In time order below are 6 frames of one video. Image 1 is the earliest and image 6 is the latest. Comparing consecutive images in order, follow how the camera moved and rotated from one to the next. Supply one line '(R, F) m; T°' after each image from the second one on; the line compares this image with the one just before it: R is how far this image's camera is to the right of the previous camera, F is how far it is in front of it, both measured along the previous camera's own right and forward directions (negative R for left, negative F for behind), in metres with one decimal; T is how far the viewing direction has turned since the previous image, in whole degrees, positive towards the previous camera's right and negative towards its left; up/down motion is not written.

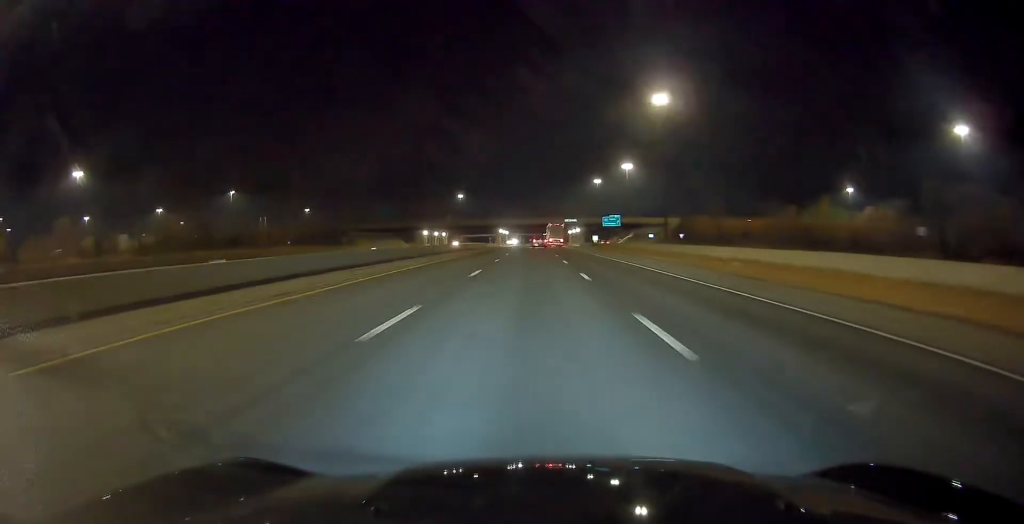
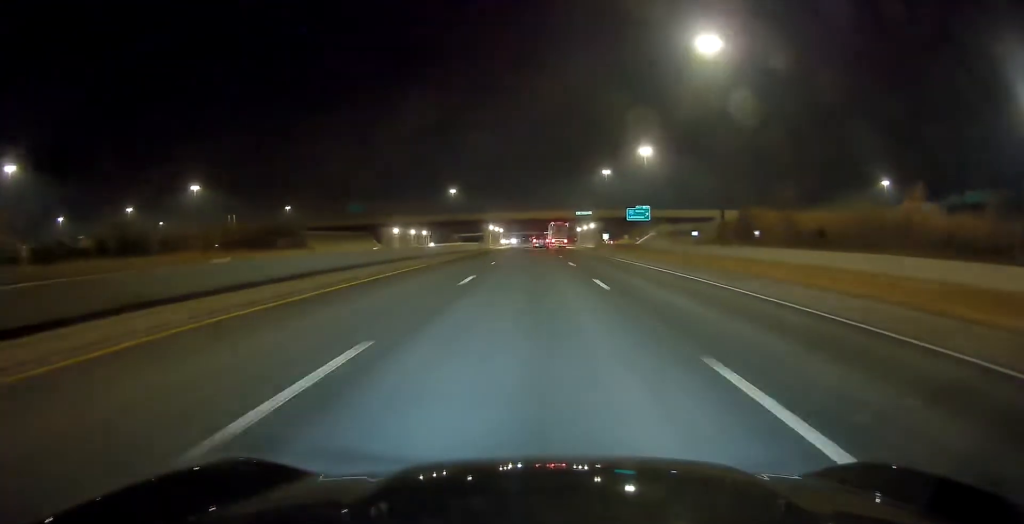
(-0.1, +39.1) m; 0°
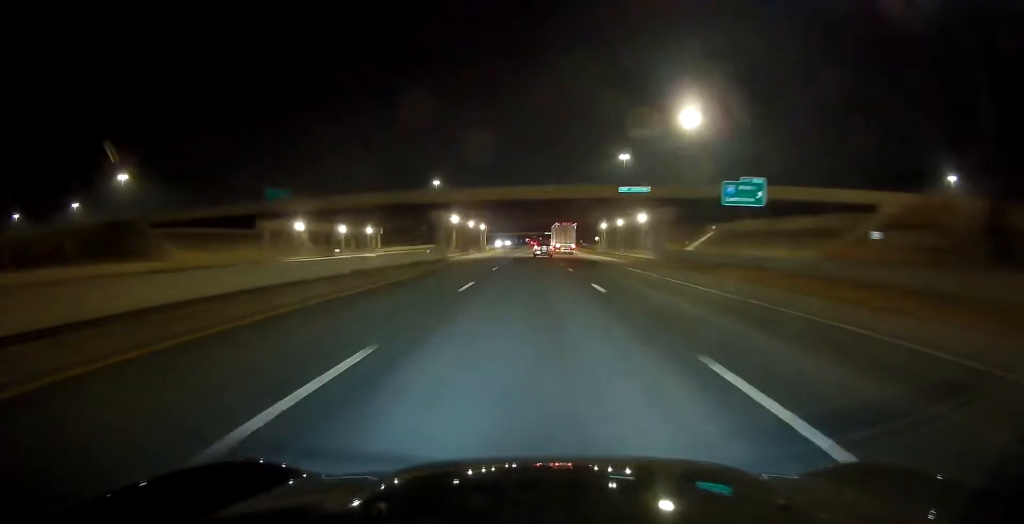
(+0.1, +61.9) m; 0°
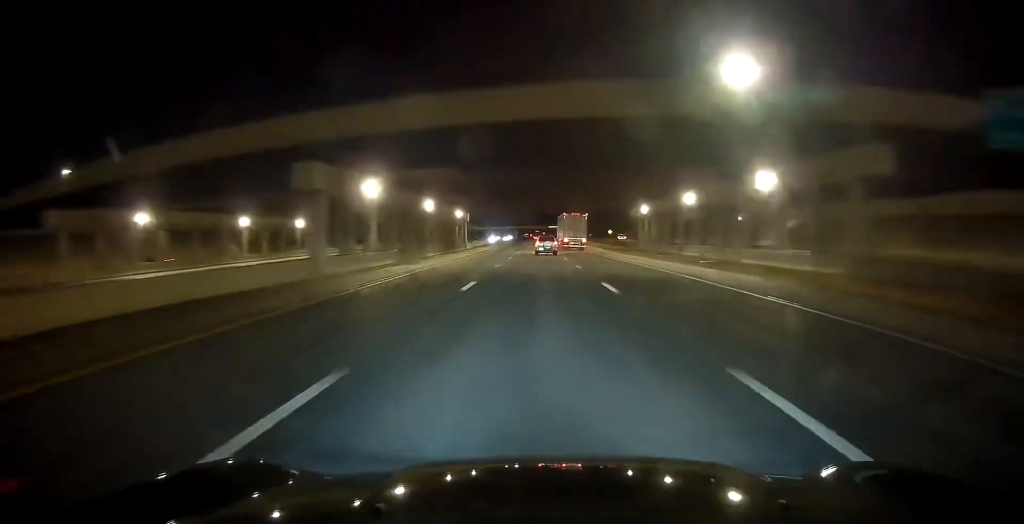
(-0.1, +40.0) m; -1°
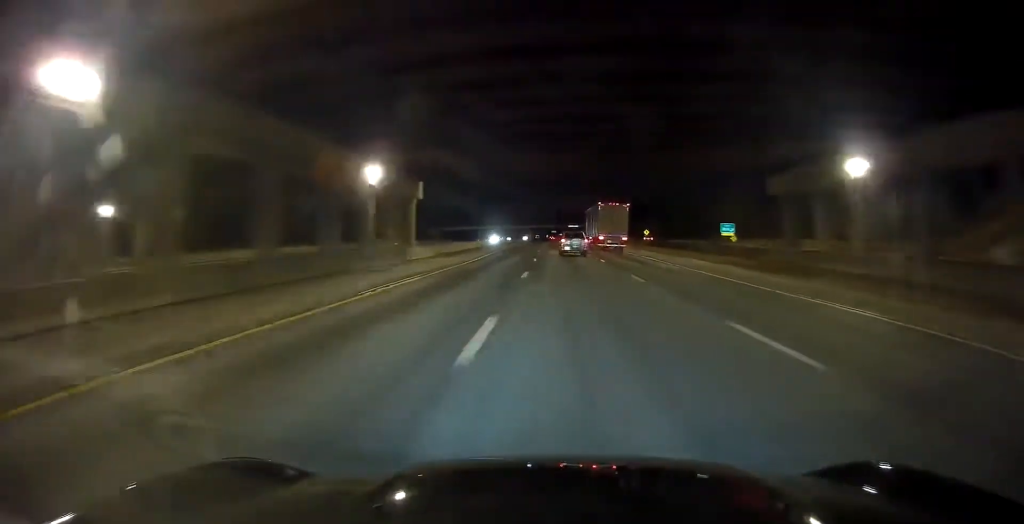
(-0.5, +45.5) m; -1°
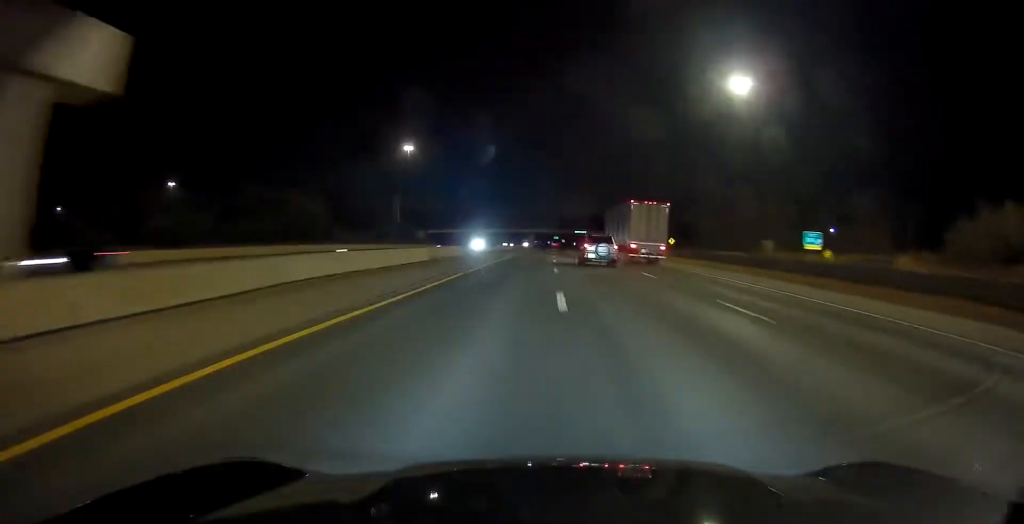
(0.0, +33.0) m; 0°
